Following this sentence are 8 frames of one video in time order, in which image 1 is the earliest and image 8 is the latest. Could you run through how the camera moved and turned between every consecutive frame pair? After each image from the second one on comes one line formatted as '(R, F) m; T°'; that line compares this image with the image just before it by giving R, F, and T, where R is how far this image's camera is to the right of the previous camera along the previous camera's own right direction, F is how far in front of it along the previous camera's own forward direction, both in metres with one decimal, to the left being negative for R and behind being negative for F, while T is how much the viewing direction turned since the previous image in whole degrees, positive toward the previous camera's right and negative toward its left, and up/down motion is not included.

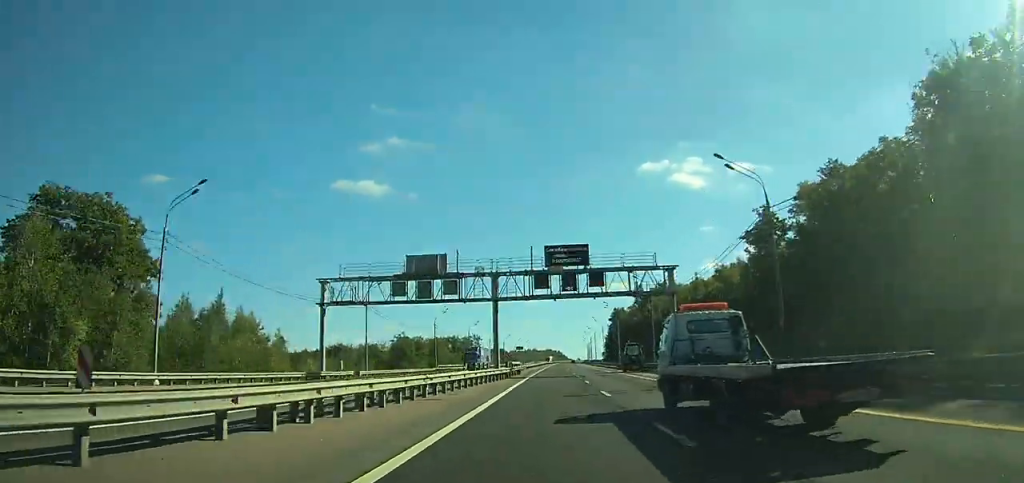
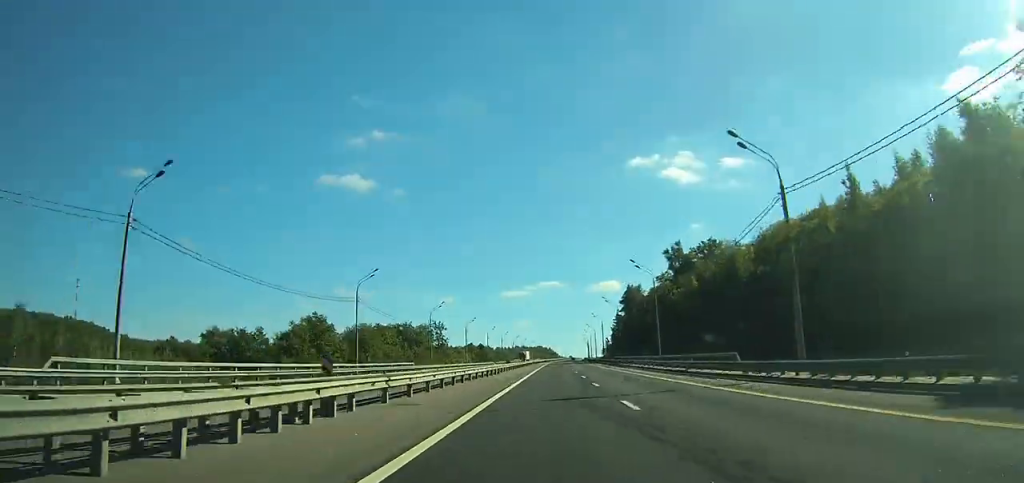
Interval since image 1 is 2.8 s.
(+4.8, +83.9) m; +6°
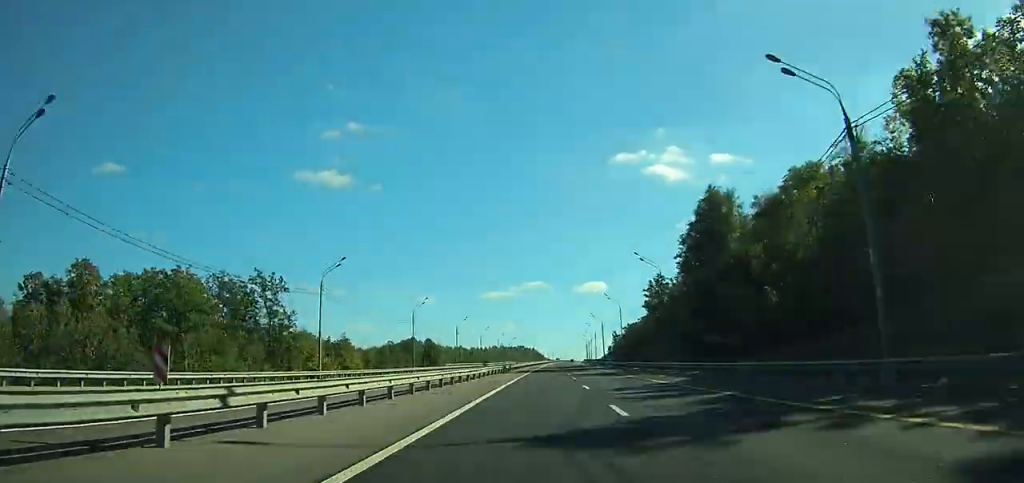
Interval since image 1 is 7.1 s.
(+7.6, +127.6) m; +5°
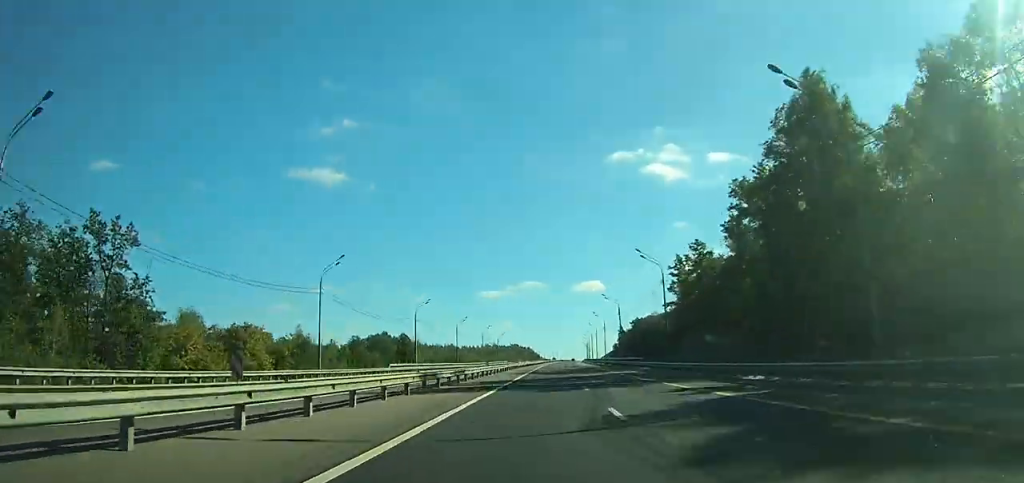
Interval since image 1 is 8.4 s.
(-0.4, +37.0) m; 0°
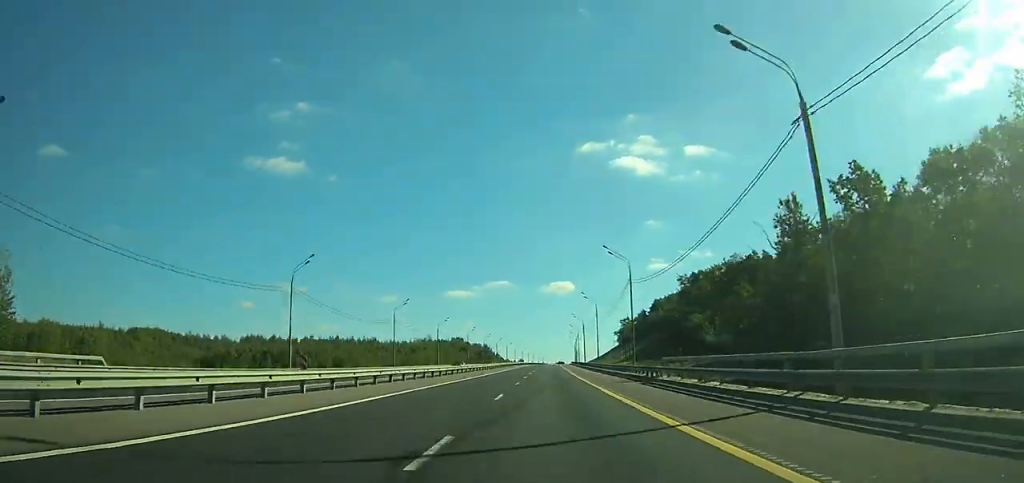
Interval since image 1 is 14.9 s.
(+1.4, +180.6) m; +1°
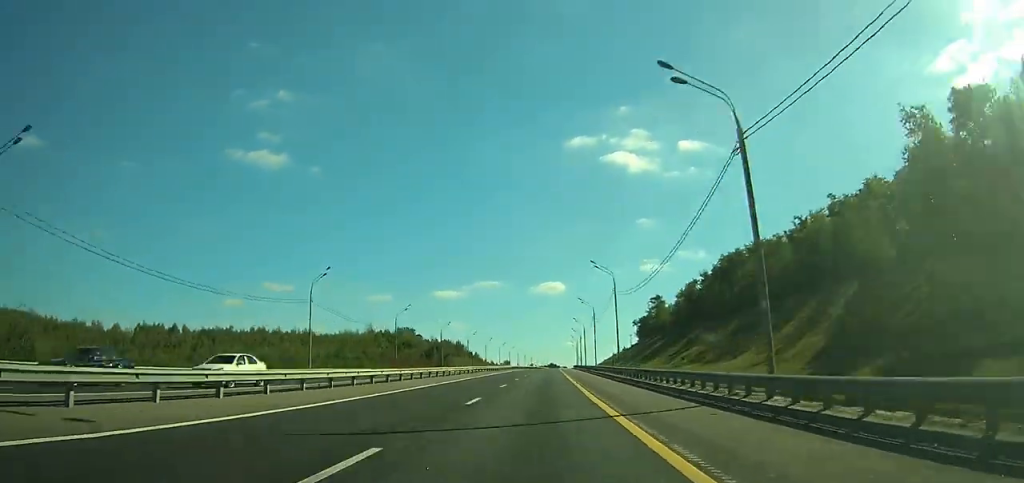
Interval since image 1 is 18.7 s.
(+0.7, +109.2) m; +1°
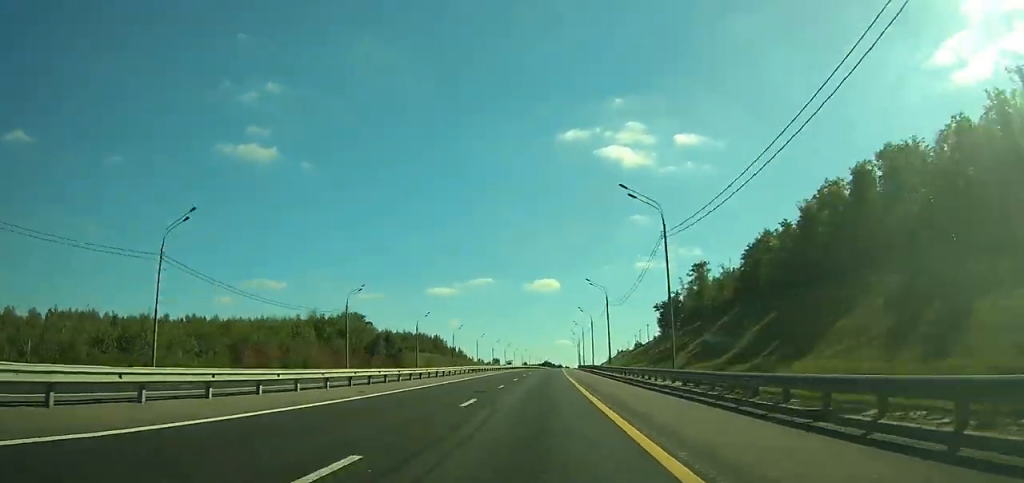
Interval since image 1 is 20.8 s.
(+0.3, +61.6) m; +1°
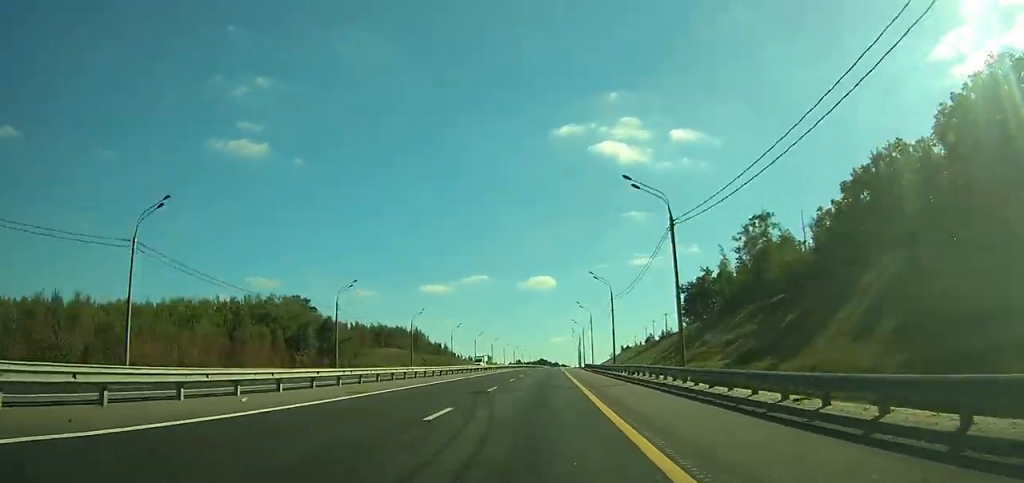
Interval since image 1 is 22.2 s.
(-0.1, +41.0) m; 0°
